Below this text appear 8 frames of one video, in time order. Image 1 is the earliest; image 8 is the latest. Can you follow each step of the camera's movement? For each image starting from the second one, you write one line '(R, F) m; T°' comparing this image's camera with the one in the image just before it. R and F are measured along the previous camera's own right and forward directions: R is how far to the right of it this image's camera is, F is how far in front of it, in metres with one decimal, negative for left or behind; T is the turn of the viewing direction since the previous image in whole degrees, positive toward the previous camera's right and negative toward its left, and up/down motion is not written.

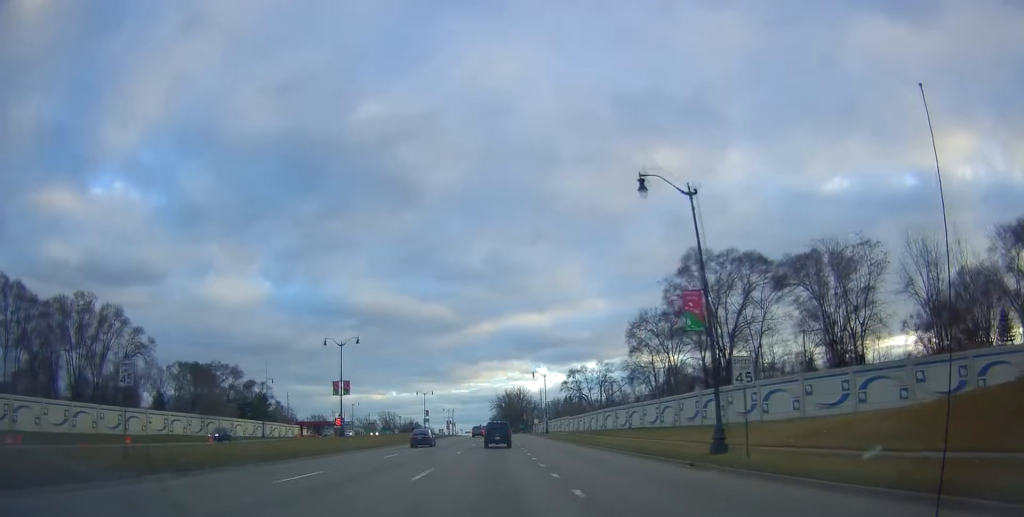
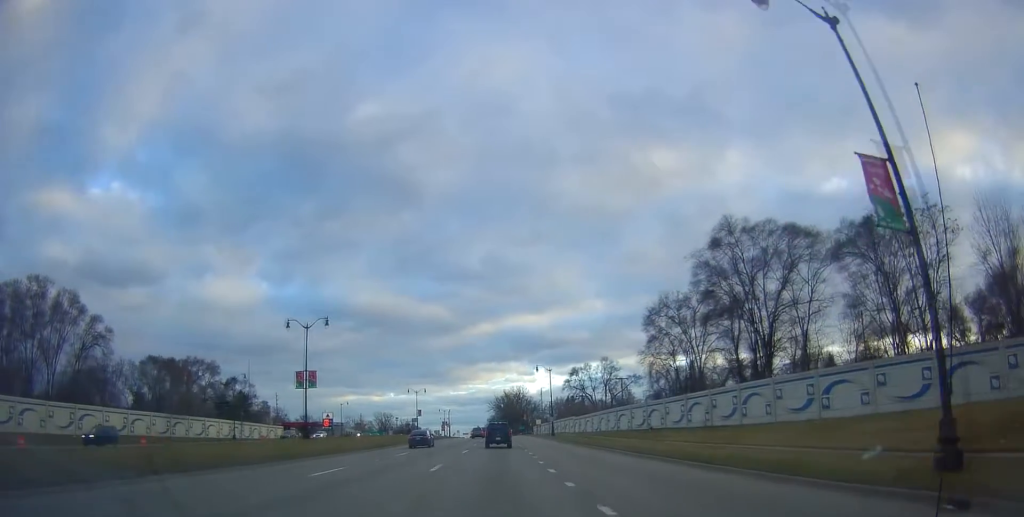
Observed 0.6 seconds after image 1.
(+0.5, +11.9) m; 0°
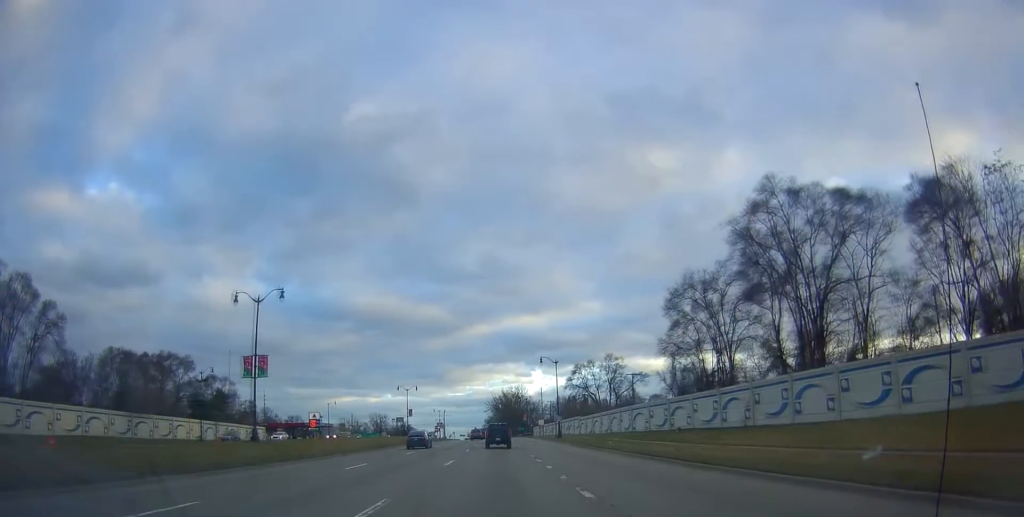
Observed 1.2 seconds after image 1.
(-0.1, +11.4) m; -1°
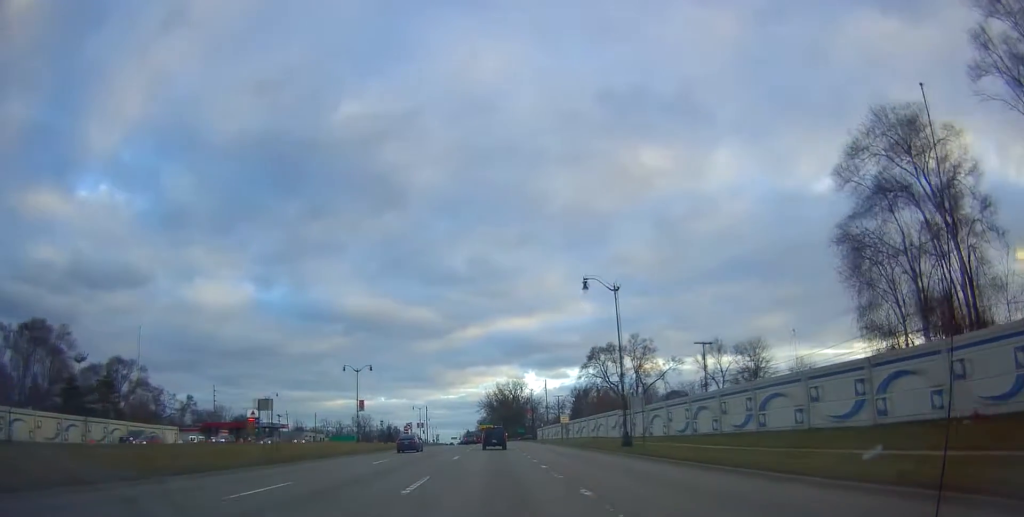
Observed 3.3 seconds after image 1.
(-1.1, +39.8) m; -1°
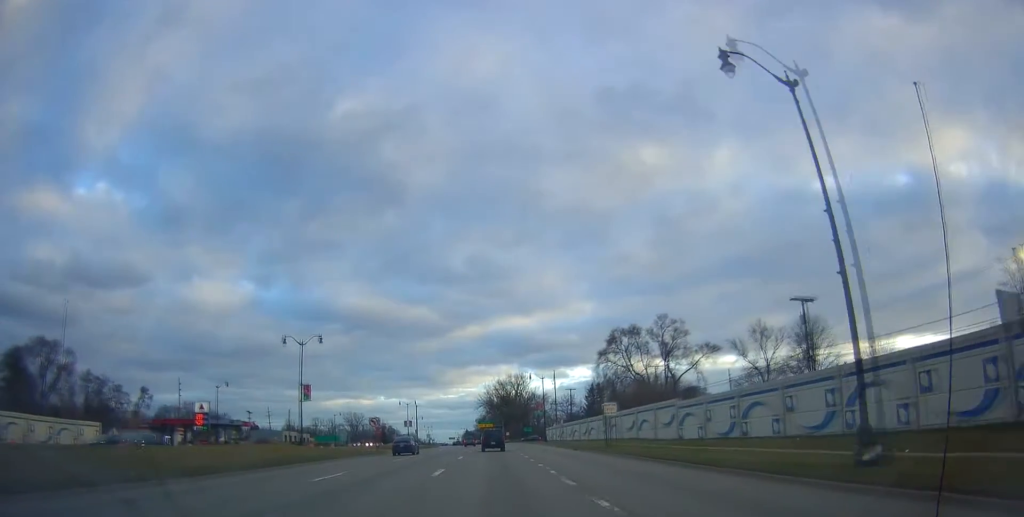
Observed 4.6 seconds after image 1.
(+0.4, +24.4) m; +1°
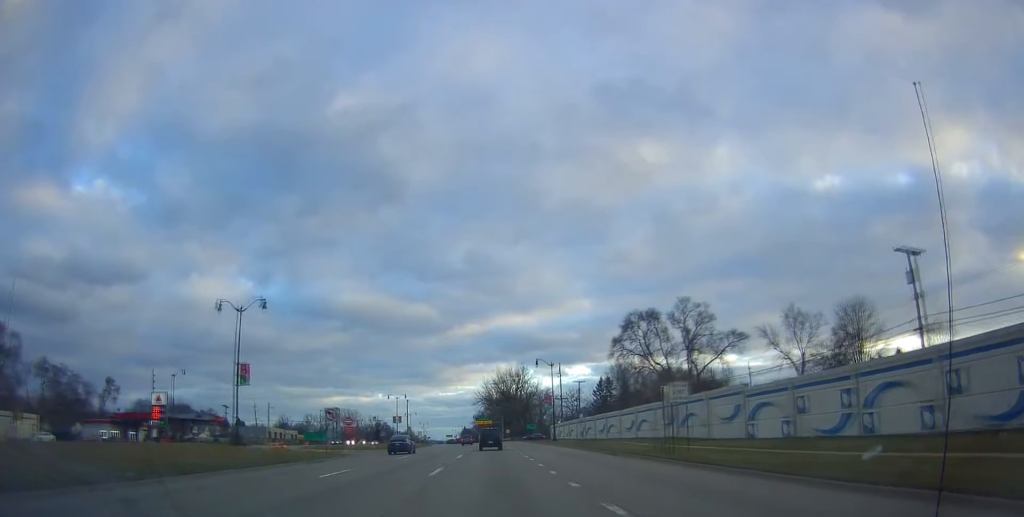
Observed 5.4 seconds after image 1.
(-0.1, +15.0) m; +1°
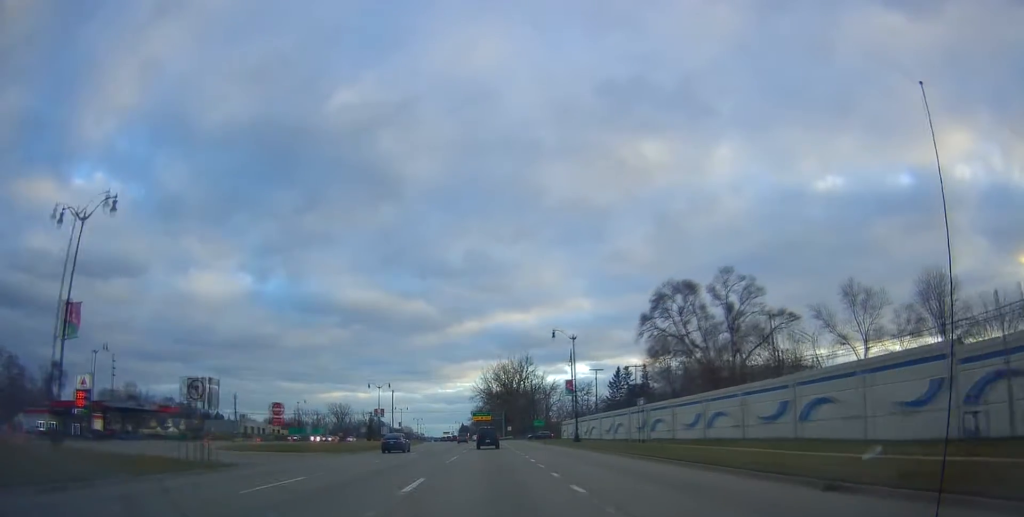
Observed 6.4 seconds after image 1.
(+0.3, +20.4) m; +1°
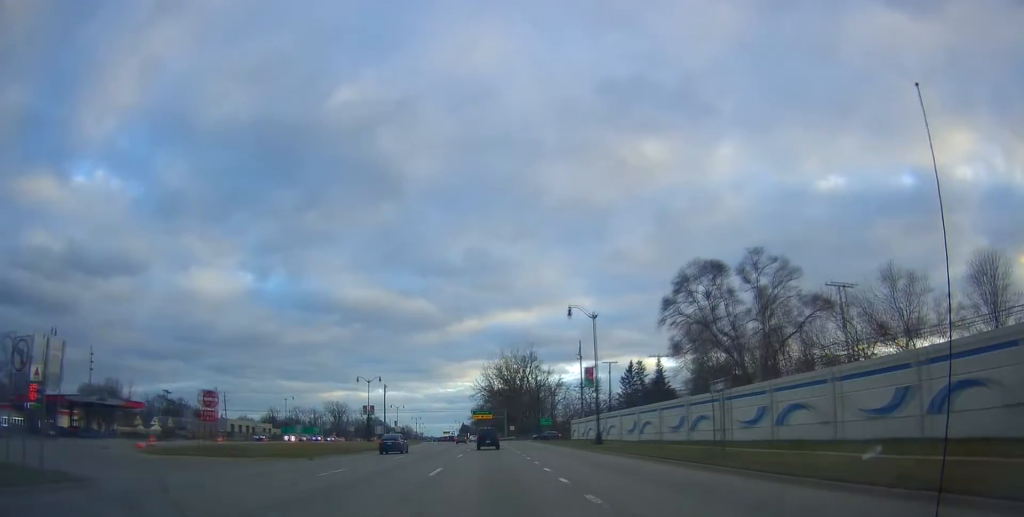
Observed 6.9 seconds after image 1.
(+0.3, +10.5) m; 0°
